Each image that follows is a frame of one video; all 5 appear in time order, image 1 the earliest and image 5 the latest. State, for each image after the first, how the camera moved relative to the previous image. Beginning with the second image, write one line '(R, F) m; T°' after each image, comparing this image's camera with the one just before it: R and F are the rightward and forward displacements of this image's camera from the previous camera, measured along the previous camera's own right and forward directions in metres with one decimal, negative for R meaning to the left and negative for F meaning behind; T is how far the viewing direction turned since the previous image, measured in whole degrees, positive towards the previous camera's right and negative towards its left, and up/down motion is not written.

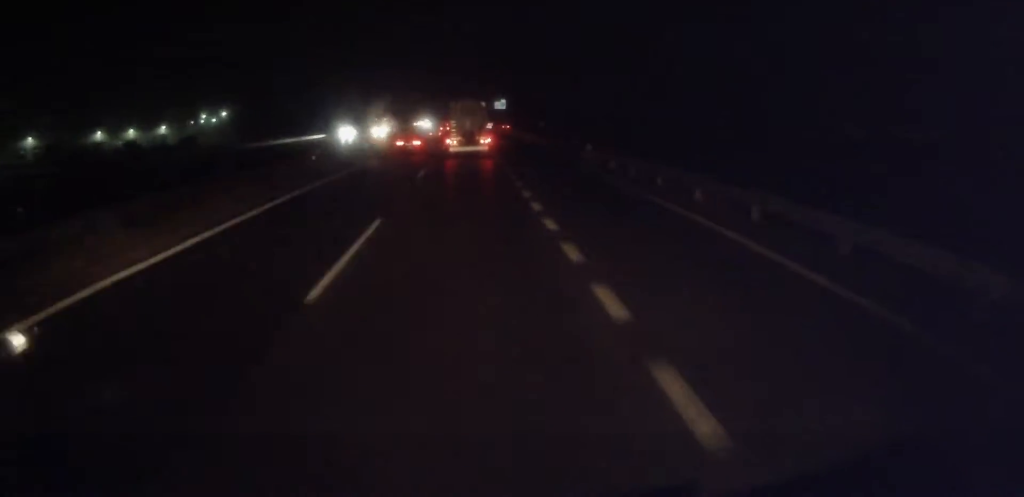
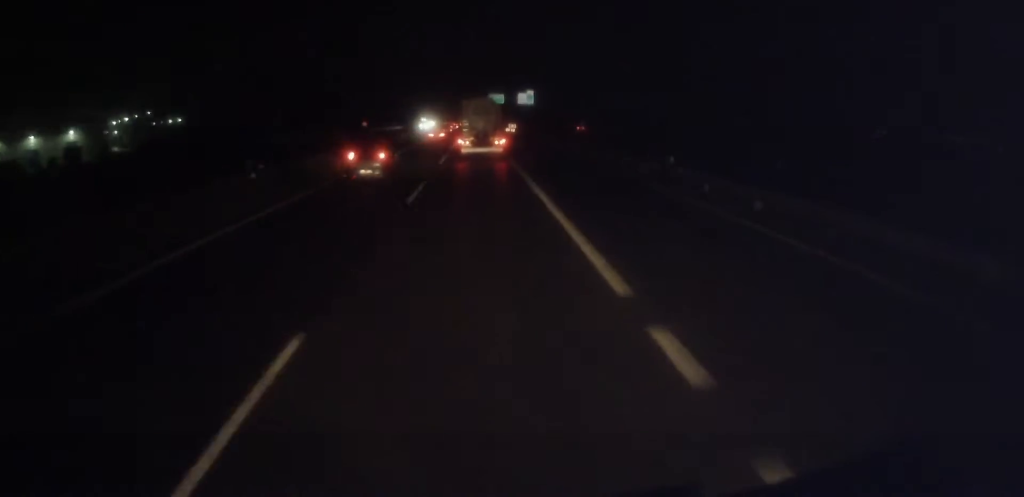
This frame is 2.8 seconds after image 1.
(-0.1, +61.2) m; -1°
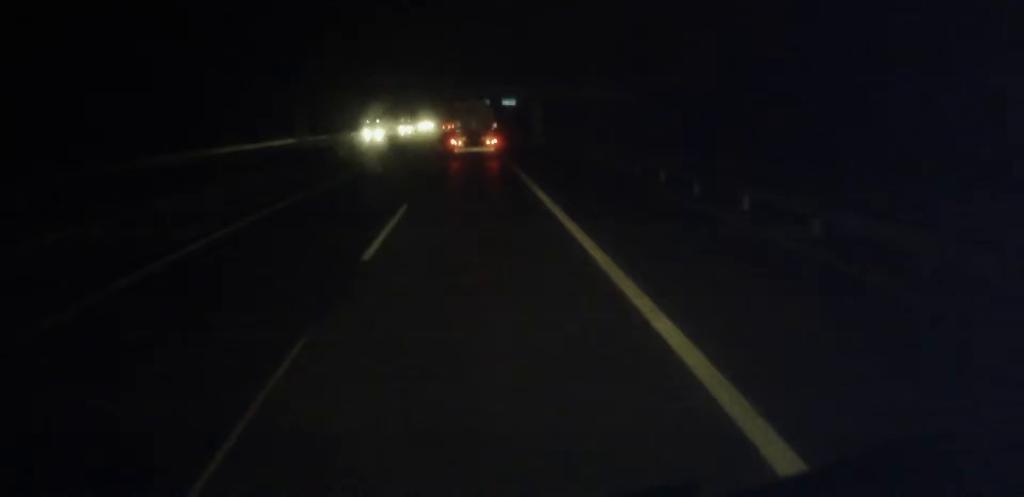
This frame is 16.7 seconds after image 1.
(-6.0, +295.5) m; -2°
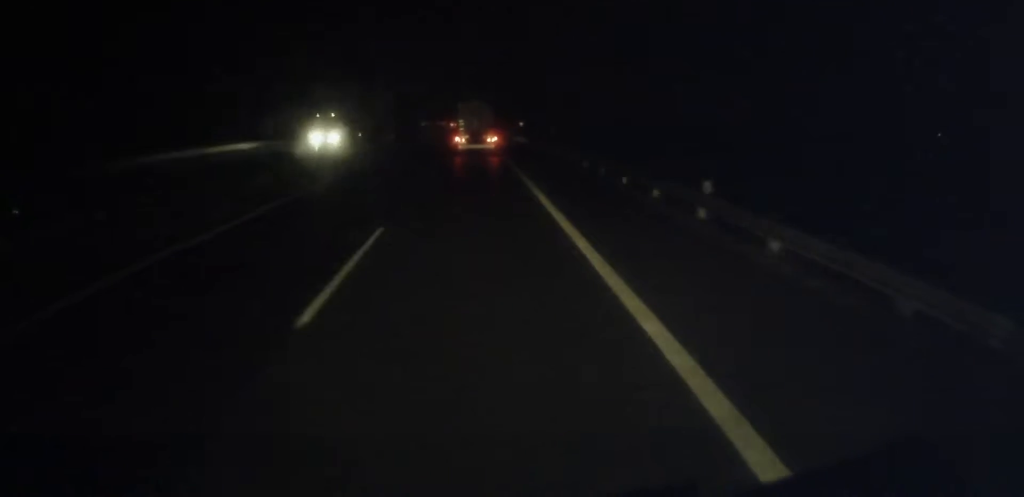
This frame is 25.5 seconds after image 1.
(-2.1, +185.6) m; -1°
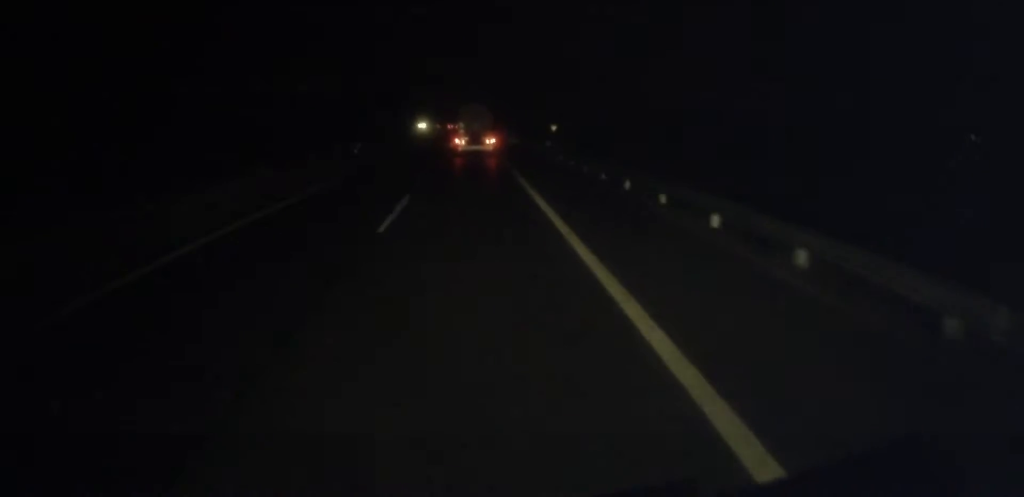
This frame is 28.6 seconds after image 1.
(-0.5, +65.9) m; 0°
